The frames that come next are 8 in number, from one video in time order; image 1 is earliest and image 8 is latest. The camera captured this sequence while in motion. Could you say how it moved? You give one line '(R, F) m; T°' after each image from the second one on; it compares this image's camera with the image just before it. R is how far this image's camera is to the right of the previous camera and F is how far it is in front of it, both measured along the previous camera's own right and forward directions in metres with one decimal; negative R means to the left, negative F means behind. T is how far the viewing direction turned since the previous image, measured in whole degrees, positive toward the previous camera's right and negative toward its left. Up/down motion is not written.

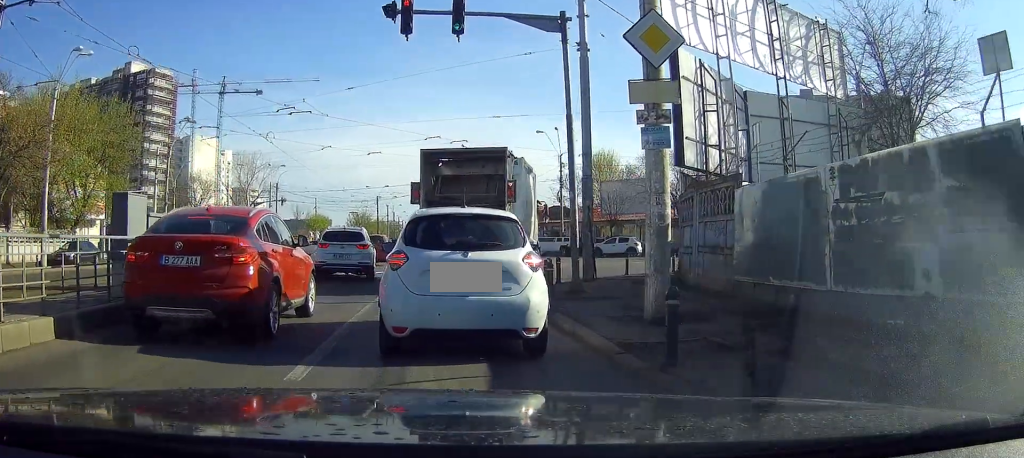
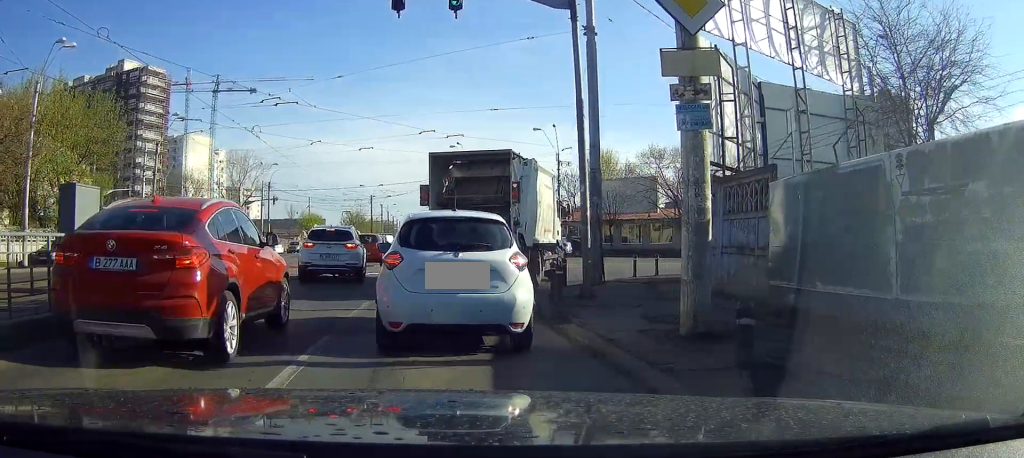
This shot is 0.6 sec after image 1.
(-0.1, +2.2) m; +2°
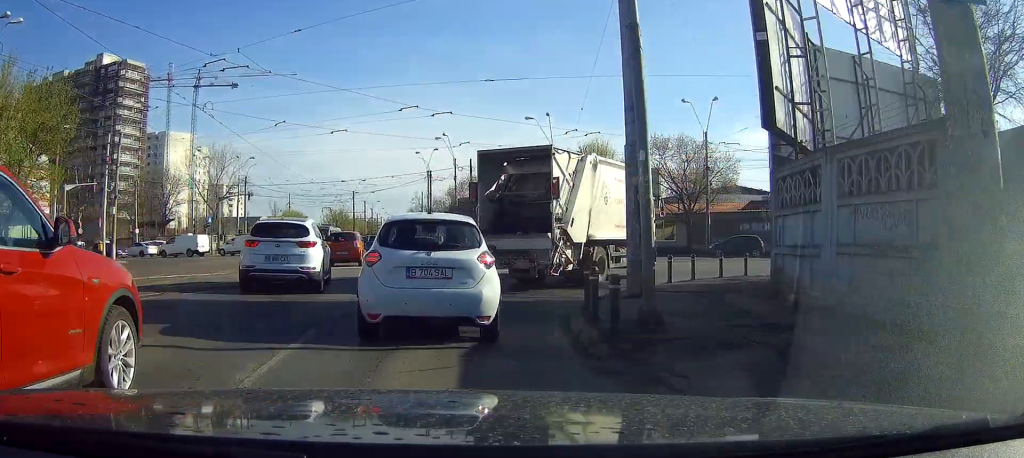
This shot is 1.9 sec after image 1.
(+0.5, +5.4) m; +5°
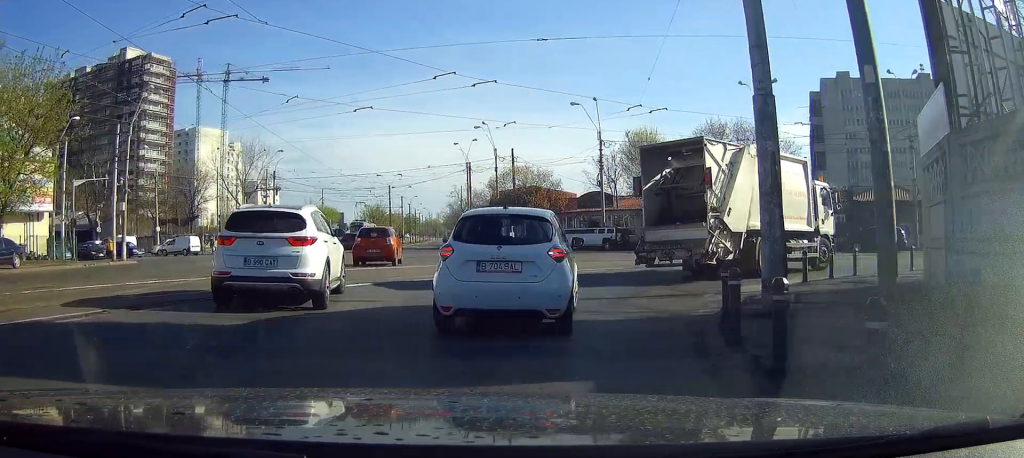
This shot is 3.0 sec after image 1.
(-0.1, +3.8) m; -10°
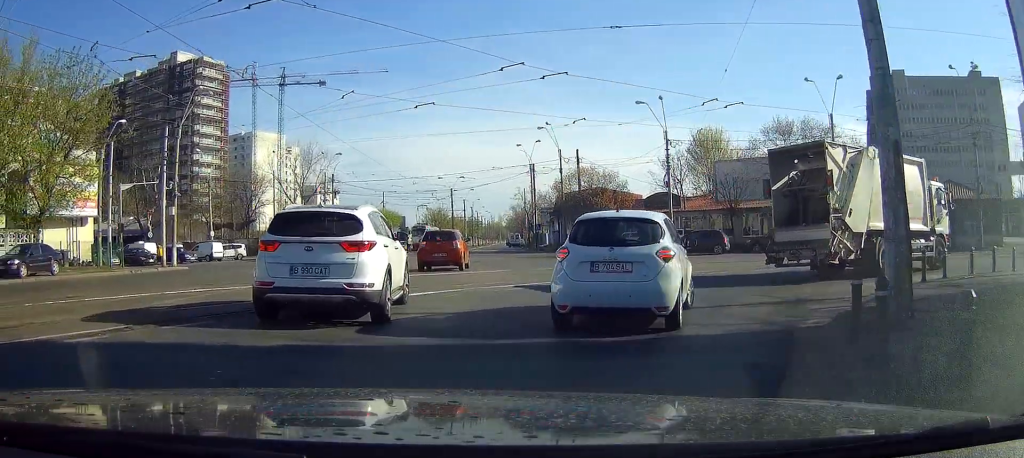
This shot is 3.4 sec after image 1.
(-0.1, +1.2) m; -8°
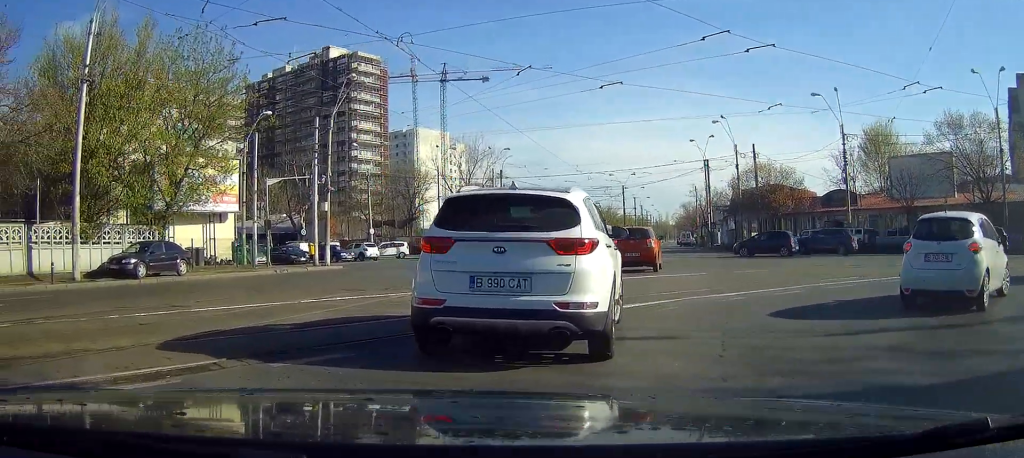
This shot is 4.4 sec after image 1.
(-0.3, +1.7) m; -4°
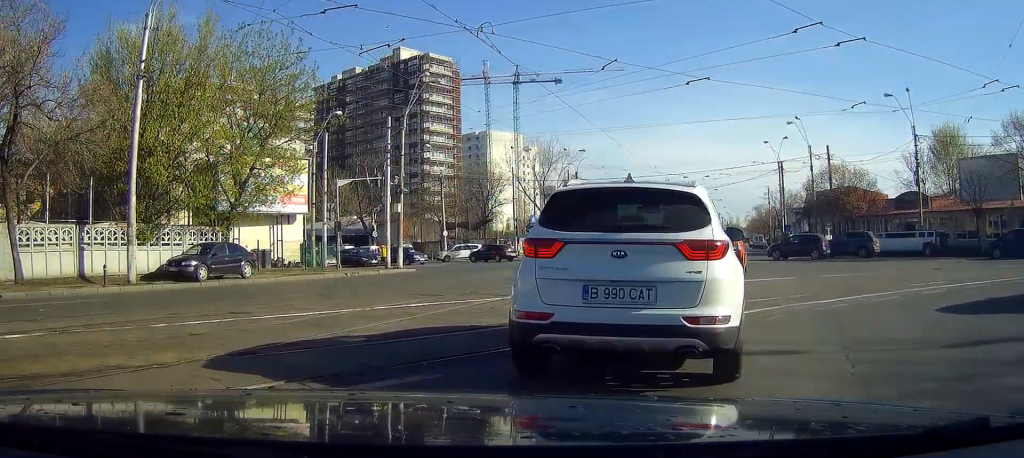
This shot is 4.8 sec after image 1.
(-0.1, +0.5) m; 0°
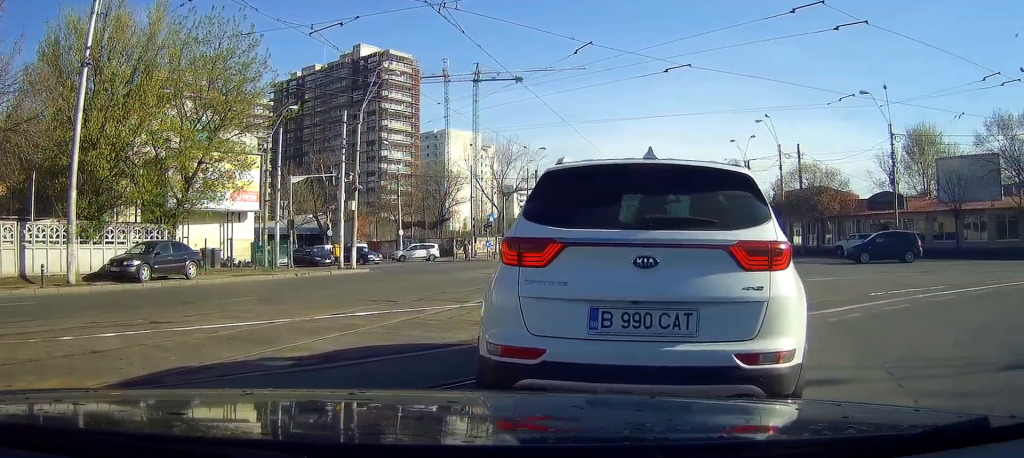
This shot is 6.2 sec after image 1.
(+0.5, +0.6) m; 0°
